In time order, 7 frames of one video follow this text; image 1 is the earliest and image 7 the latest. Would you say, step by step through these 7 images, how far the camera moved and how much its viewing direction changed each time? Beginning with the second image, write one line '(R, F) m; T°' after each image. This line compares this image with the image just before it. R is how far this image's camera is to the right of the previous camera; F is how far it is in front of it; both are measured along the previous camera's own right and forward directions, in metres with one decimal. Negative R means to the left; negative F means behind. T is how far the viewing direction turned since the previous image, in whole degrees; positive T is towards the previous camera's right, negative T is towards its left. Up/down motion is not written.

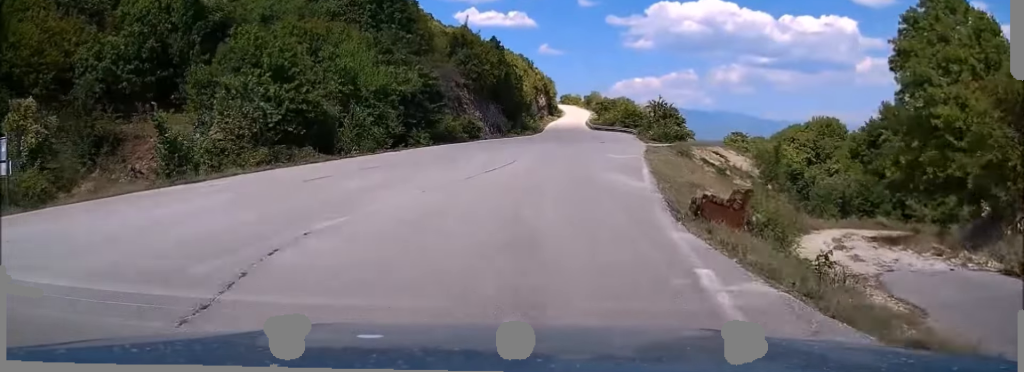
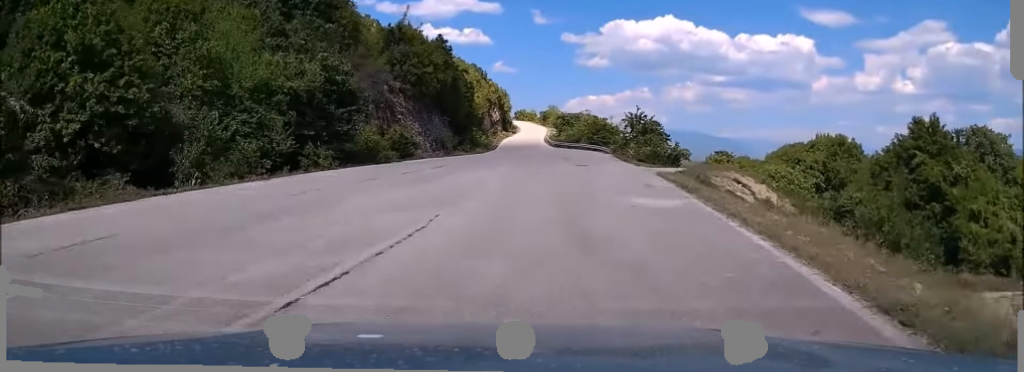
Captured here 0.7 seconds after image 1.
(+0.3, +13.6) m; +3°
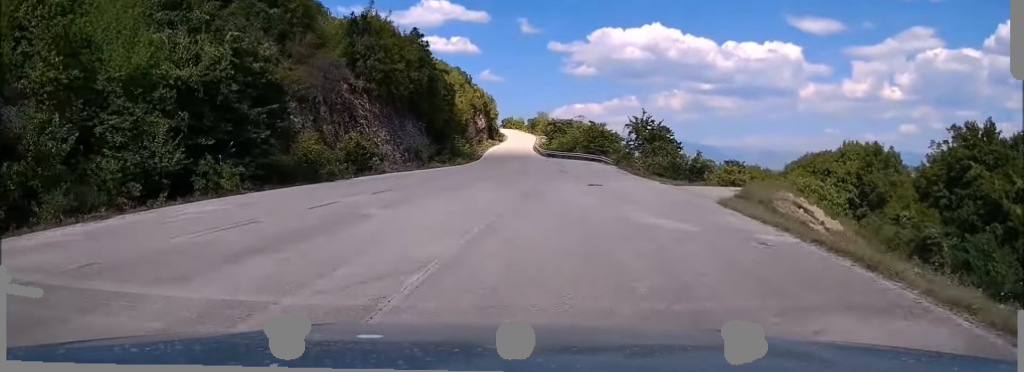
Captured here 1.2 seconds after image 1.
(+0.3, +9.2) m; +1°
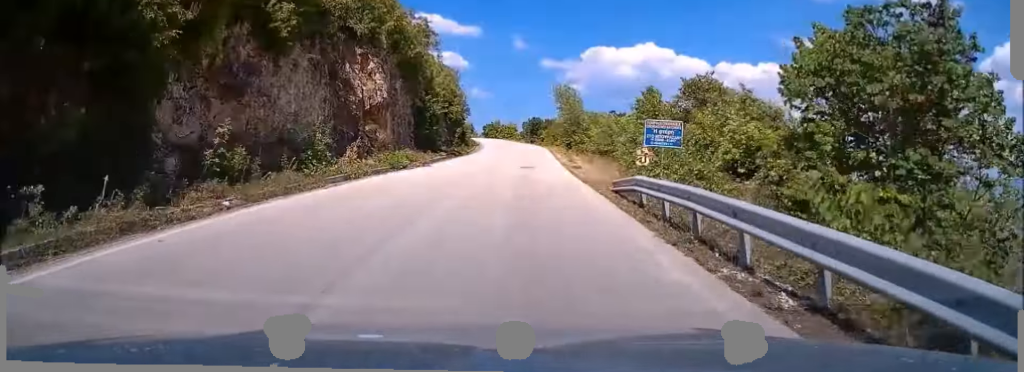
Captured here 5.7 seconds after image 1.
(+1.8, +102.0) m; +1°
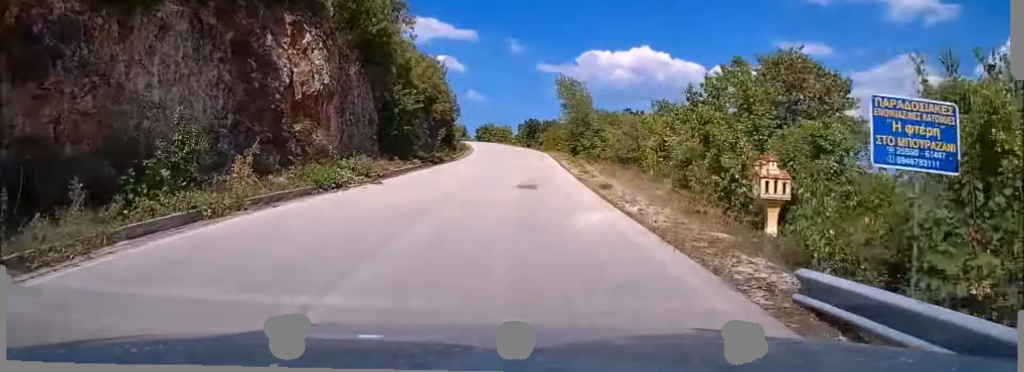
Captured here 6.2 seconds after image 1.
(0.0, +12.1) m; 0°
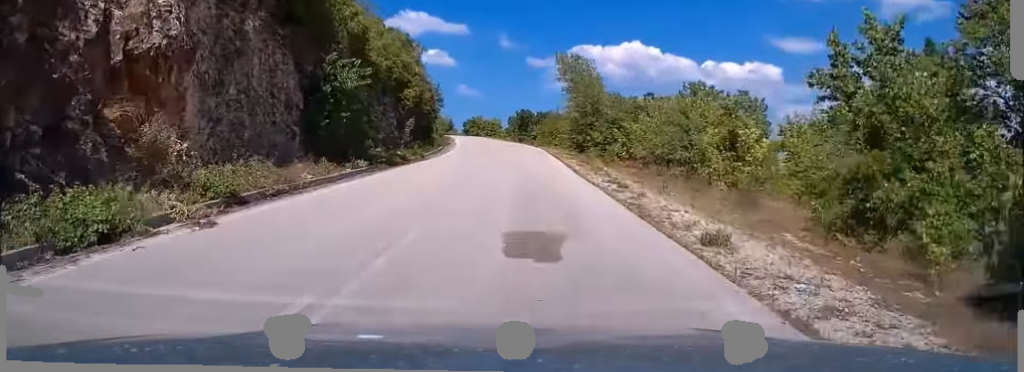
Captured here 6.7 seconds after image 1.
(+0.1, +12.9) m; +1°
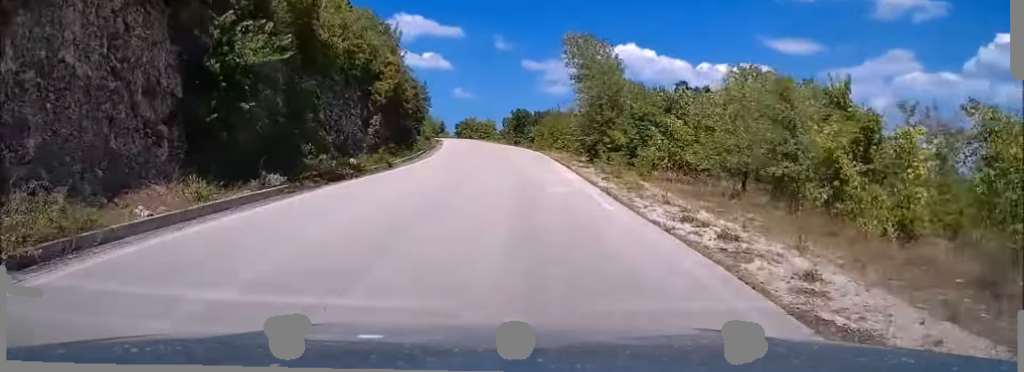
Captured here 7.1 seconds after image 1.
(+0.1, +9.6) m; 0°
